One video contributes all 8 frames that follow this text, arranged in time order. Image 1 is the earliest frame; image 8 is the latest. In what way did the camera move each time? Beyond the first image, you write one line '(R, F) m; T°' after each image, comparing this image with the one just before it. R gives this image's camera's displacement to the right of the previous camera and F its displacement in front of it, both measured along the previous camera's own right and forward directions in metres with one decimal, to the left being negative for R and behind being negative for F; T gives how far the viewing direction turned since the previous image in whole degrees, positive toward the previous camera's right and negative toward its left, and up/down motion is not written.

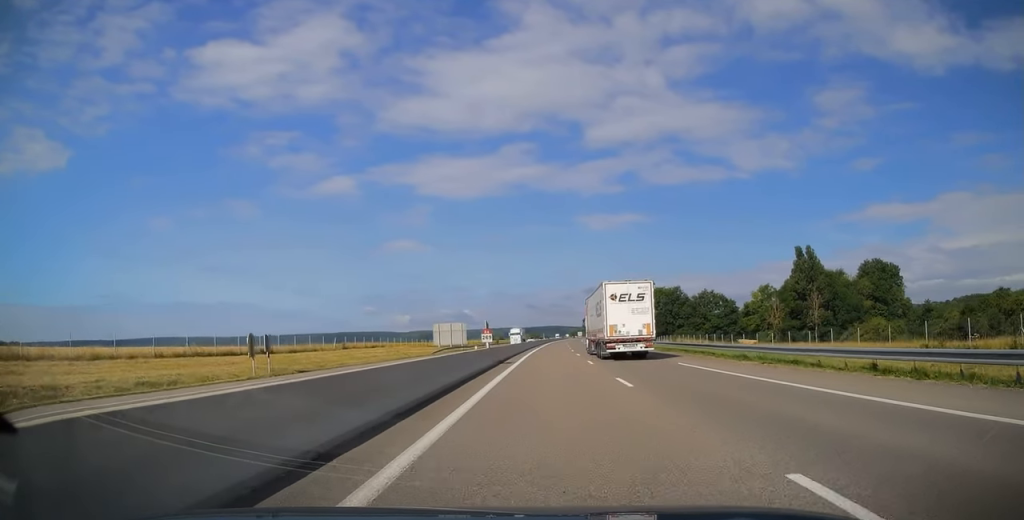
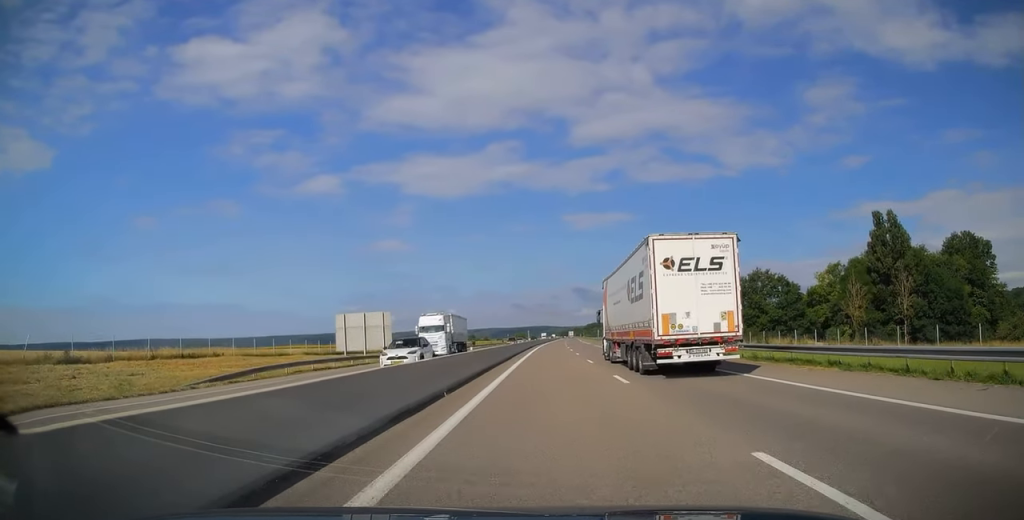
(+0.7, +51.5) m; +1°
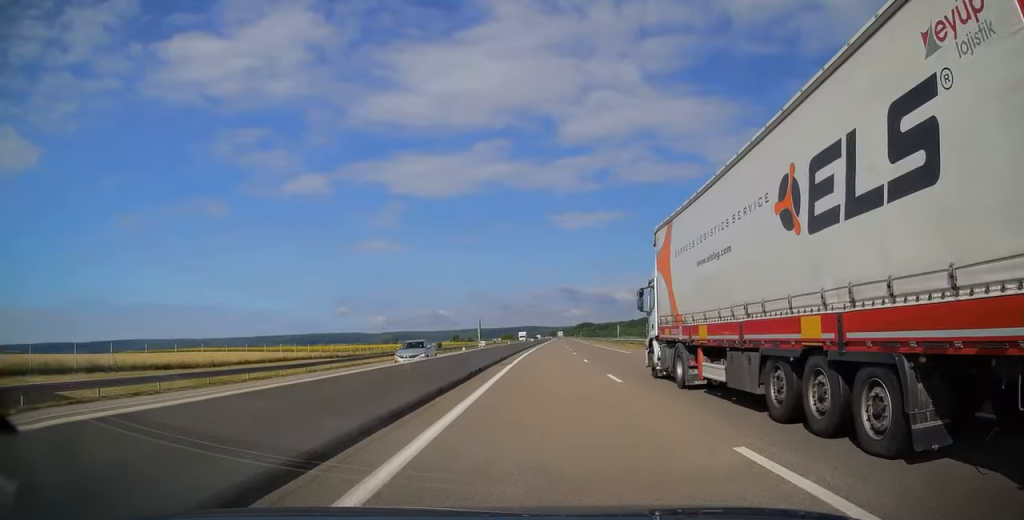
(+0.2, +52.4) m; +1°
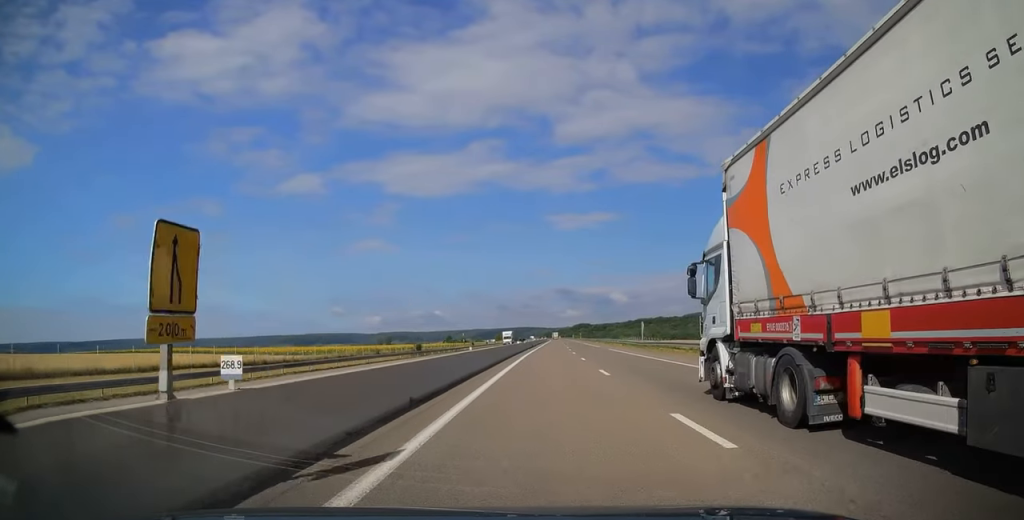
(+0.2, +23.2) m; +1°
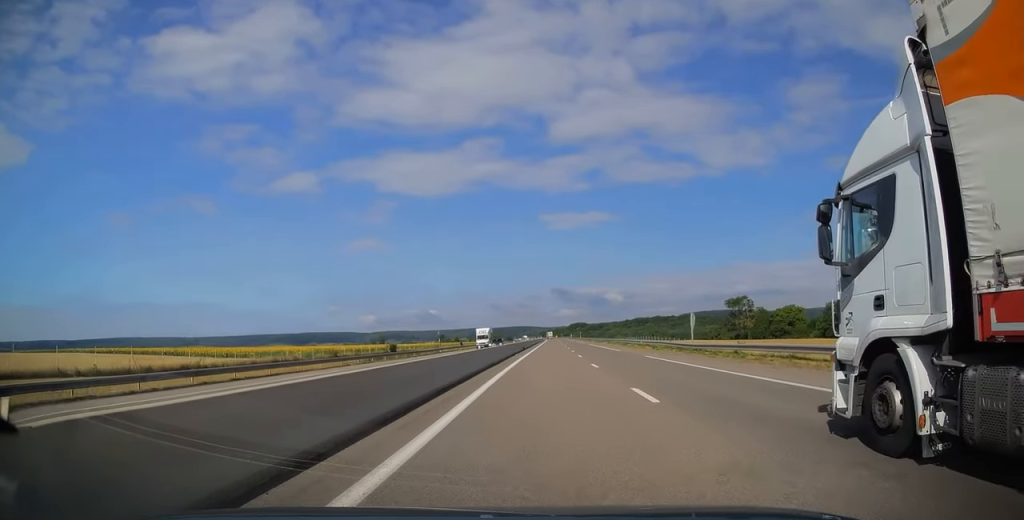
(0.0, +21.5) m; 0°
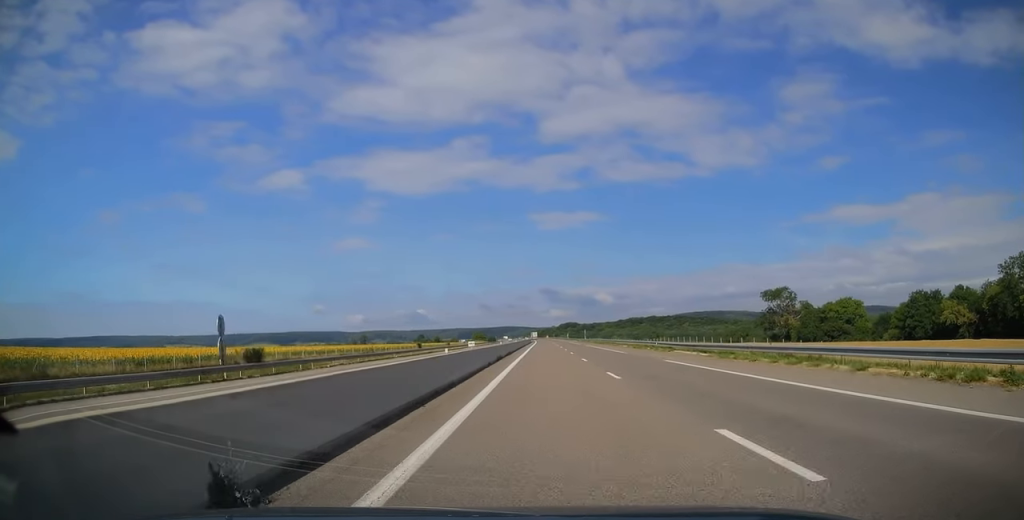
(+0.3, +59.0) m; +1°
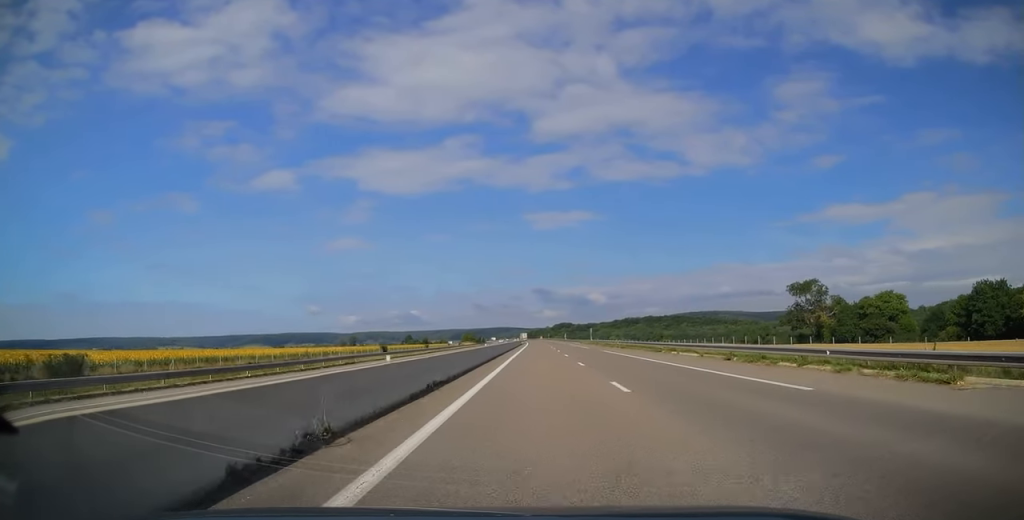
(+0.3, +30.3) m; +1°
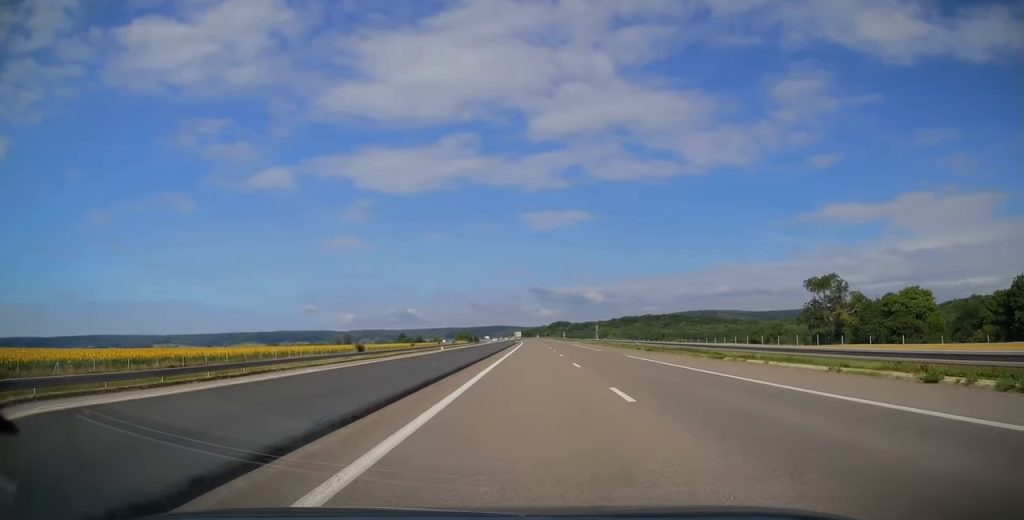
(0.0, +15.4) m; 0°
